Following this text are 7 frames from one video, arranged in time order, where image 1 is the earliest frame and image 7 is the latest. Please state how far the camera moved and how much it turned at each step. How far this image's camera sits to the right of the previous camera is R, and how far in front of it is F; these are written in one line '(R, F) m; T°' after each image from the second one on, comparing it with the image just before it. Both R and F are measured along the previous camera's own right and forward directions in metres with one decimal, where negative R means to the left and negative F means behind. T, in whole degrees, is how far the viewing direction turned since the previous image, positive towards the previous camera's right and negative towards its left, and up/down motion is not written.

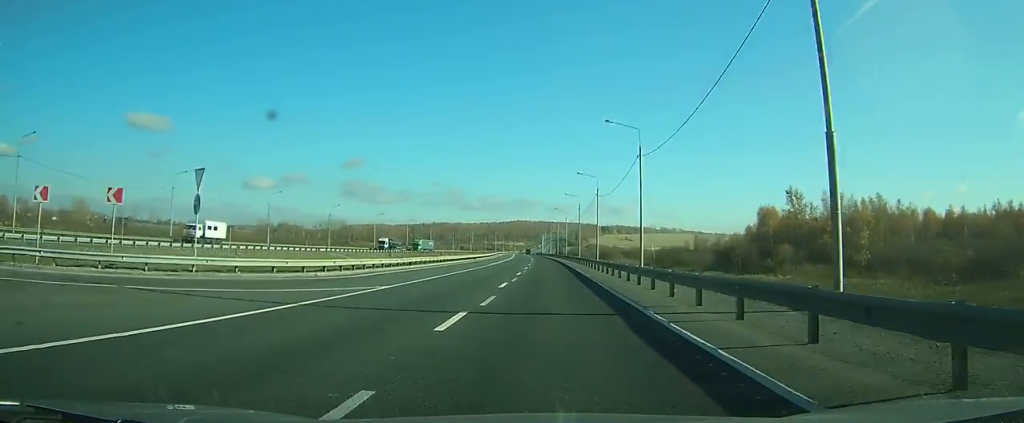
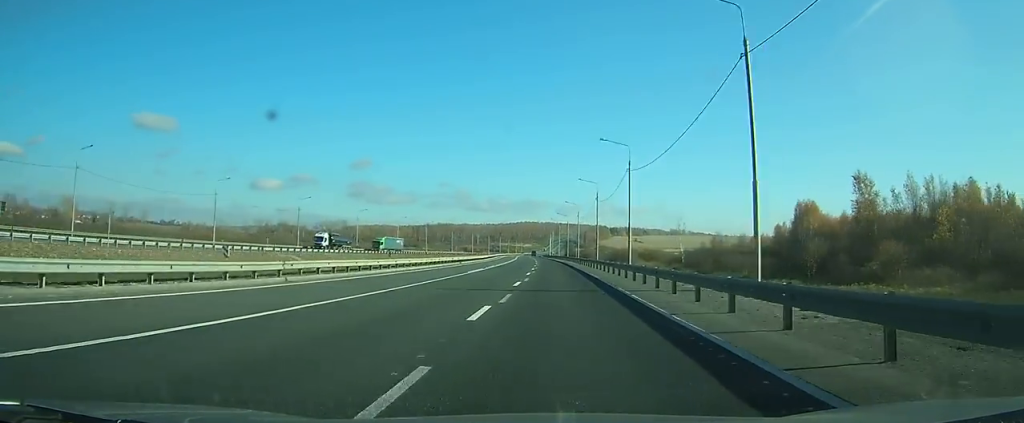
(0.0, +21.1) m; 0°
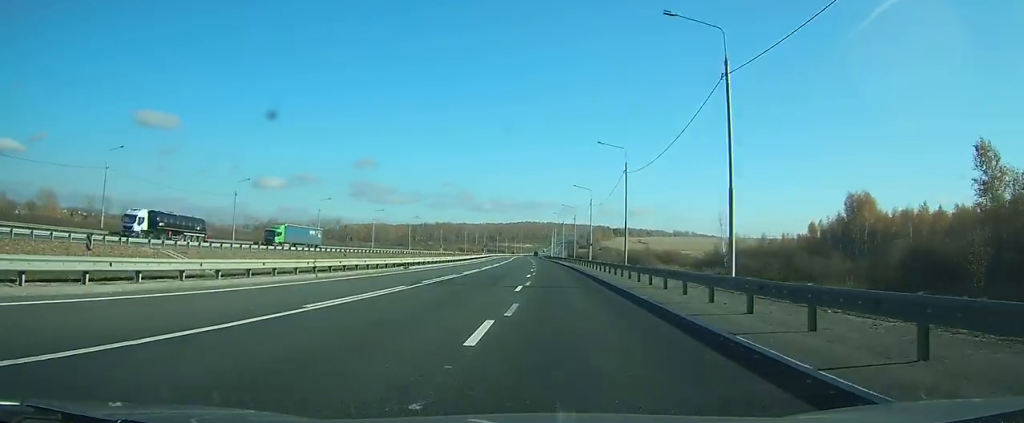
(-0.2, +24.9) m; 0°
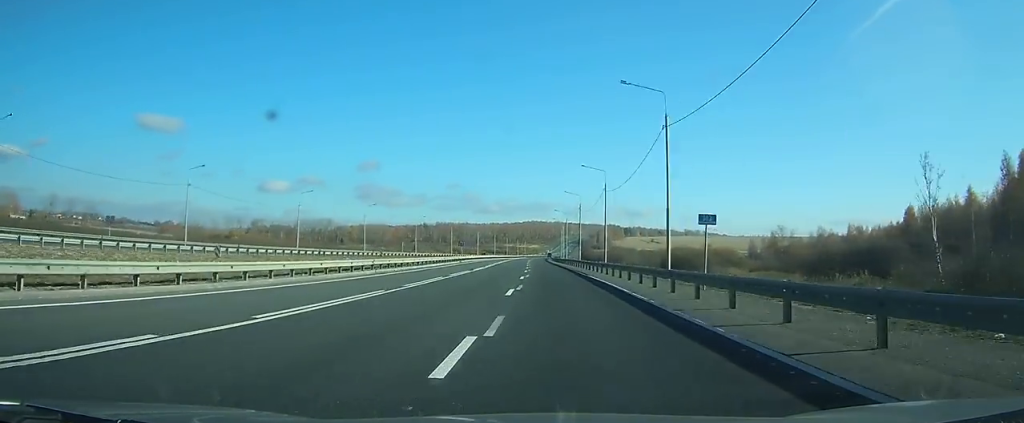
(-0.3, +47.9) m; -1°
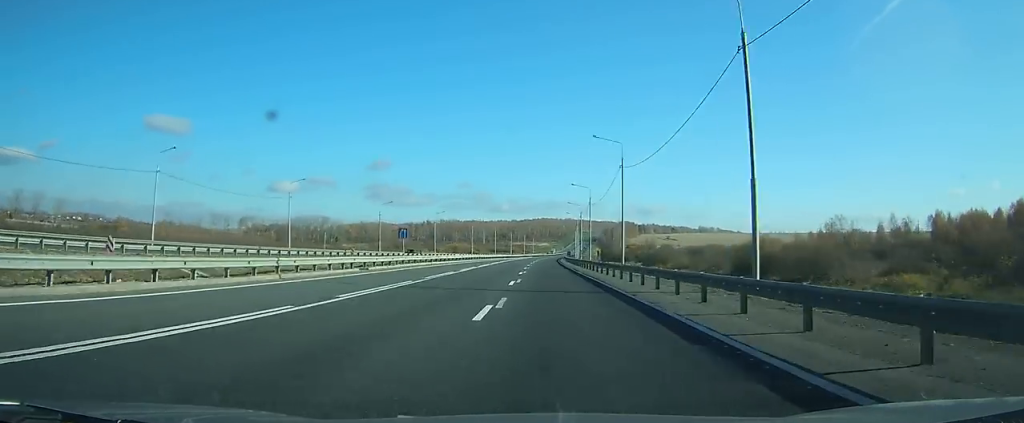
(-0.3, +42.2) m; -1°
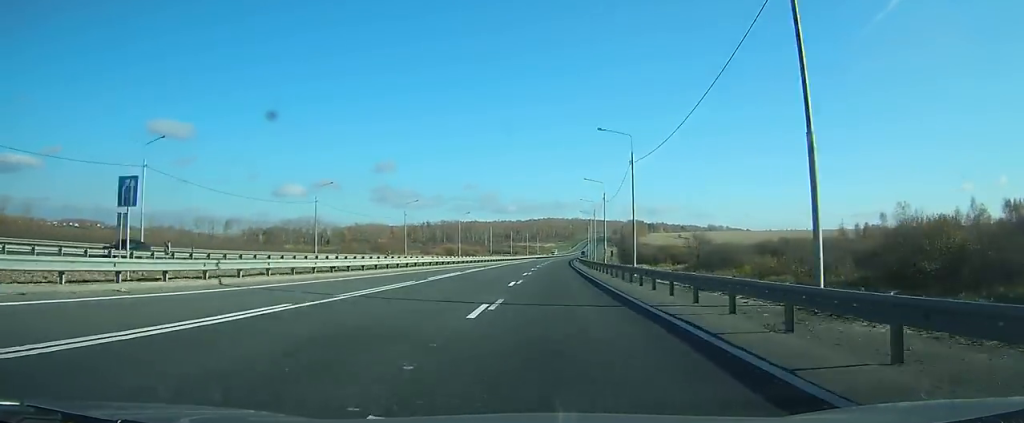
(-0.2, +36.2) m; 0°
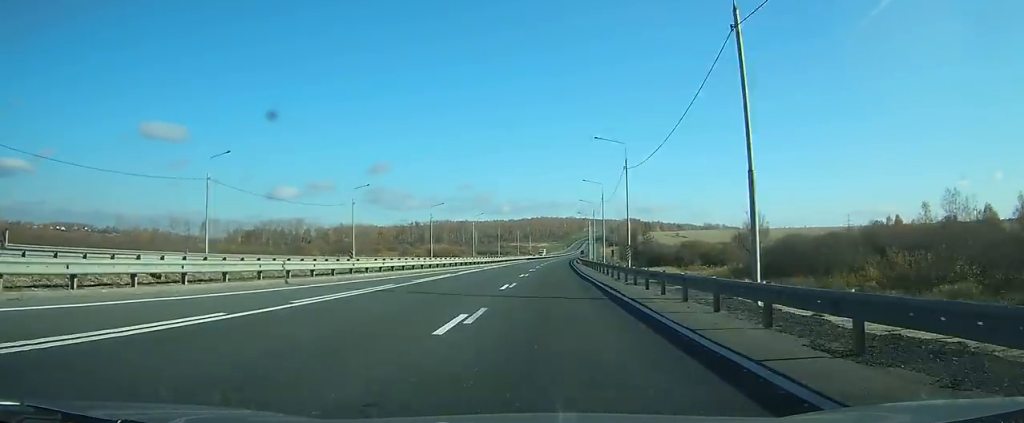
(-0.1, +27.5) m; 0°
